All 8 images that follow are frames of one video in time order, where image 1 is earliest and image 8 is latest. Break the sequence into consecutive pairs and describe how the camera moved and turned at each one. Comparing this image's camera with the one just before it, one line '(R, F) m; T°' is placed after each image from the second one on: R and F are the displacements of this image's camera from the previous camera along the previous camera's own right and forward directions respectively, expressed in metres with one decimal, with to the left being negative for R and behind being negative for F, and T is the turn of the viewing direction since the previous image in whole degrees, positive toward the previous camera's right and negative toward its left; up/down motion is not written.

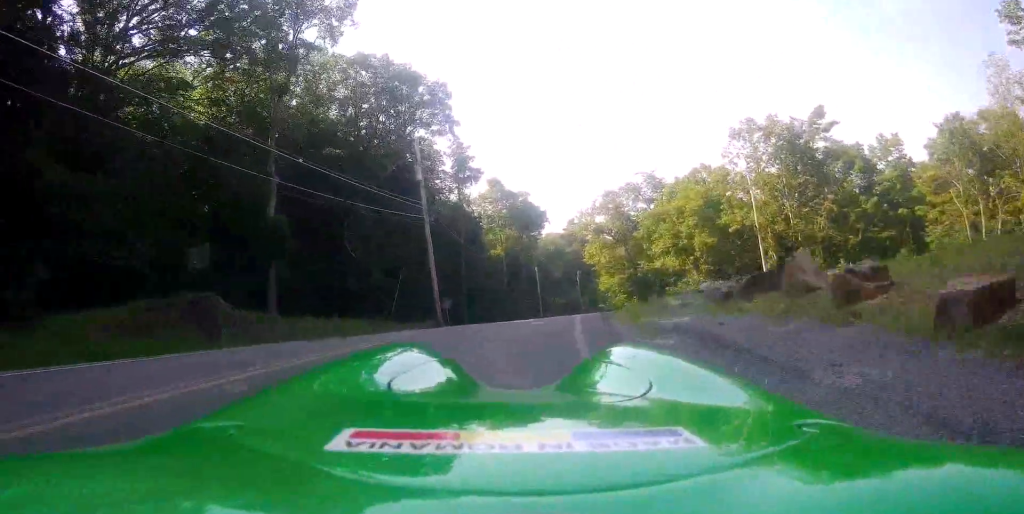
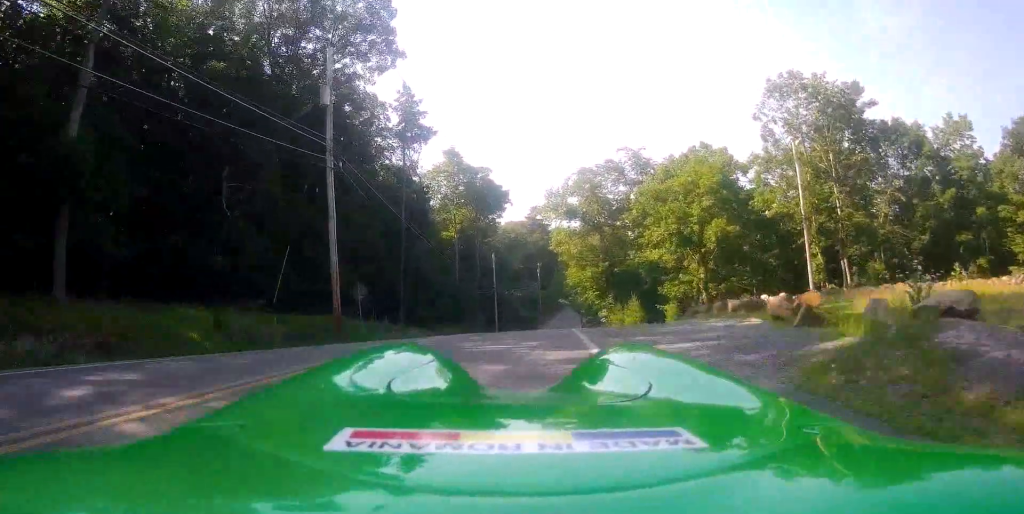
(+0.4, +12.7) m; +1°
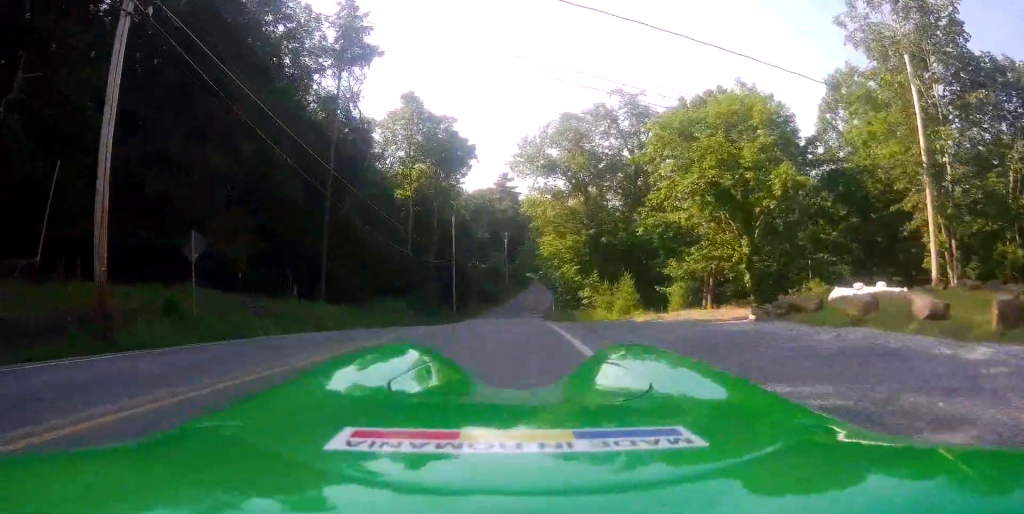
(+0.2, +12.5) m; +5°
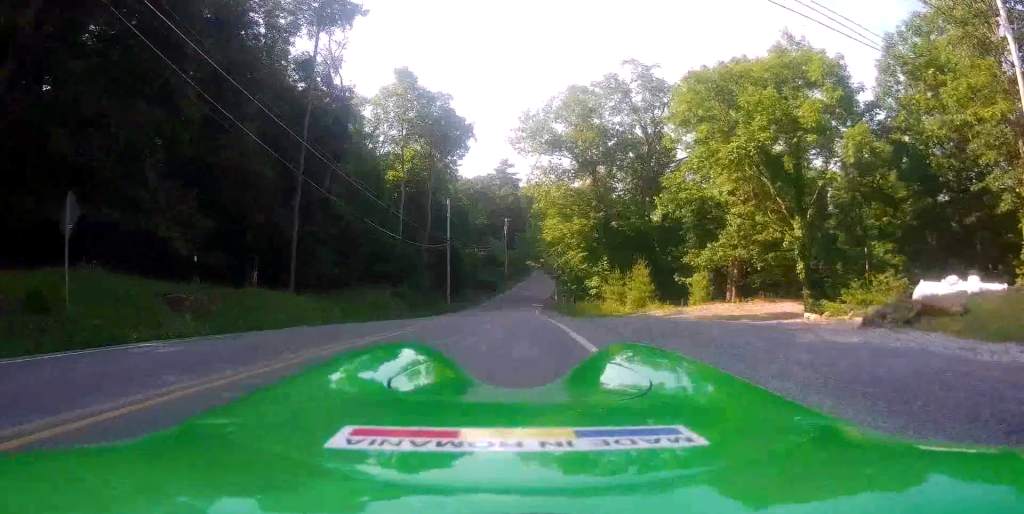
(+0.2, +4.9) m; +3°
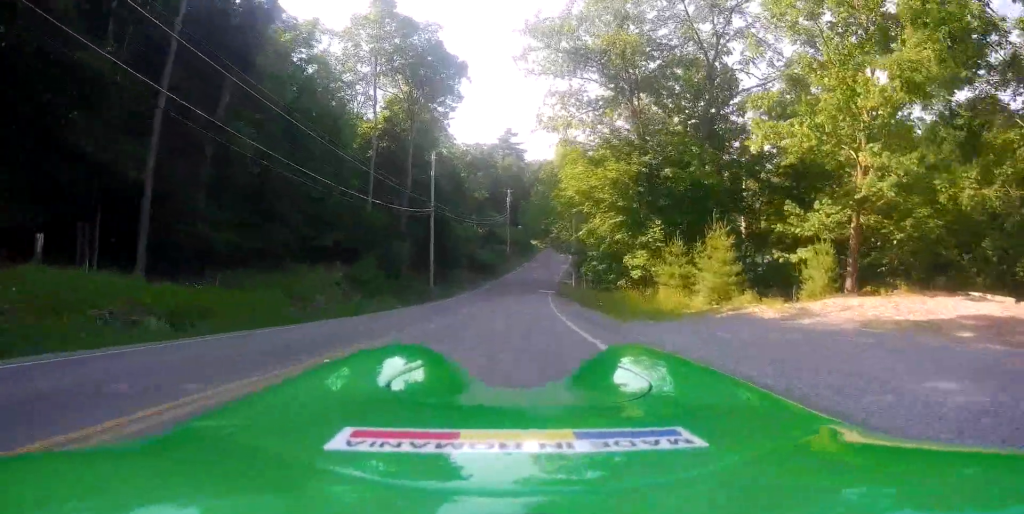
(0.0, +14.3) m; -3°
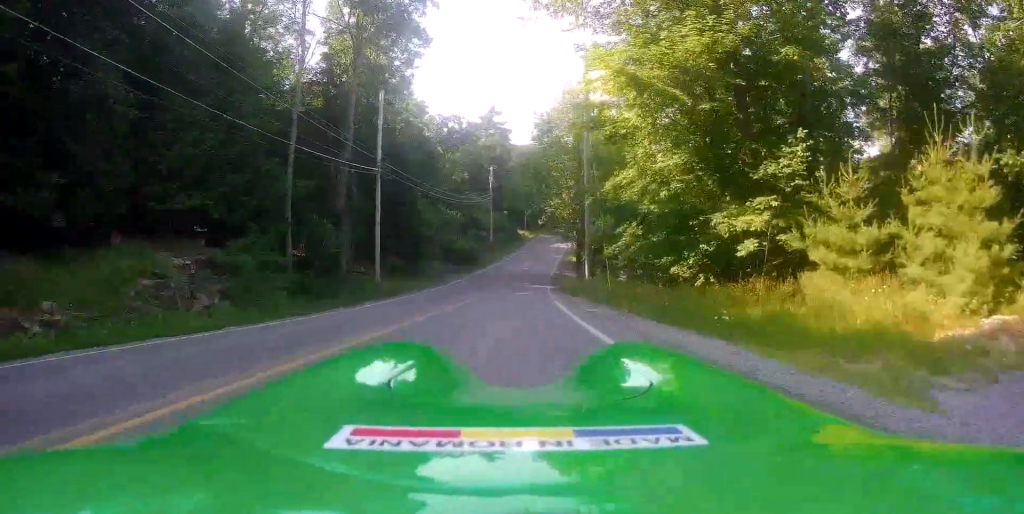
(-1.1, +14.2) m; -6°
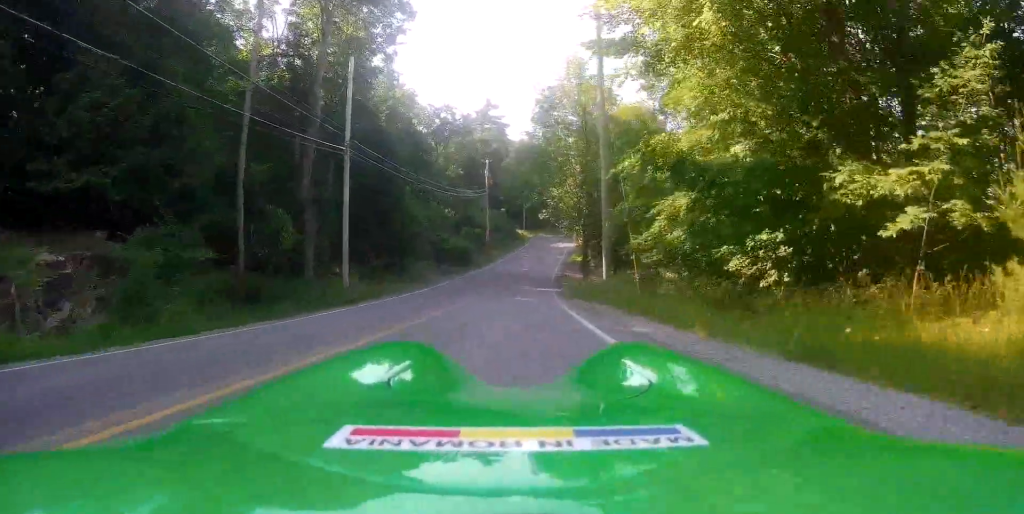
(+0.1, +5.5) m; +1°
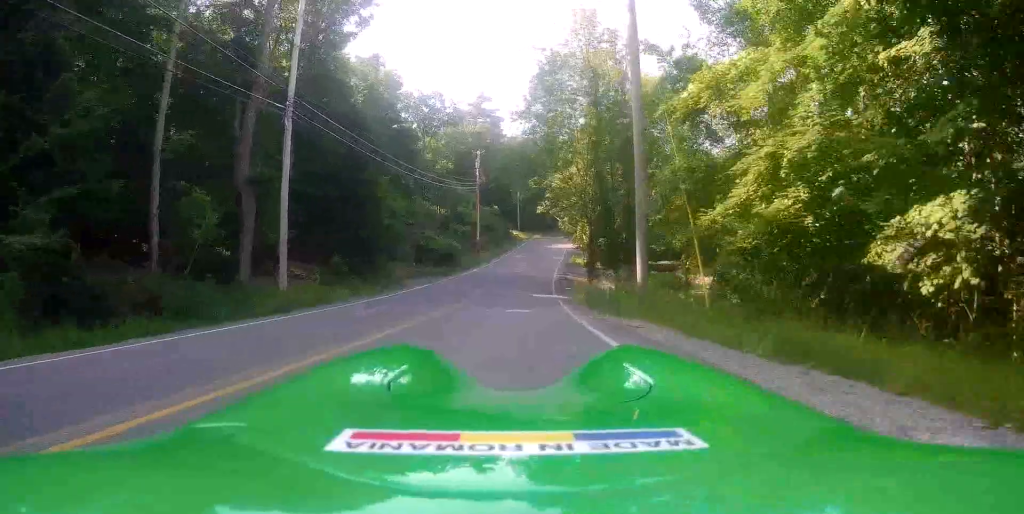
(+0.1, +5.9) m; +1°
